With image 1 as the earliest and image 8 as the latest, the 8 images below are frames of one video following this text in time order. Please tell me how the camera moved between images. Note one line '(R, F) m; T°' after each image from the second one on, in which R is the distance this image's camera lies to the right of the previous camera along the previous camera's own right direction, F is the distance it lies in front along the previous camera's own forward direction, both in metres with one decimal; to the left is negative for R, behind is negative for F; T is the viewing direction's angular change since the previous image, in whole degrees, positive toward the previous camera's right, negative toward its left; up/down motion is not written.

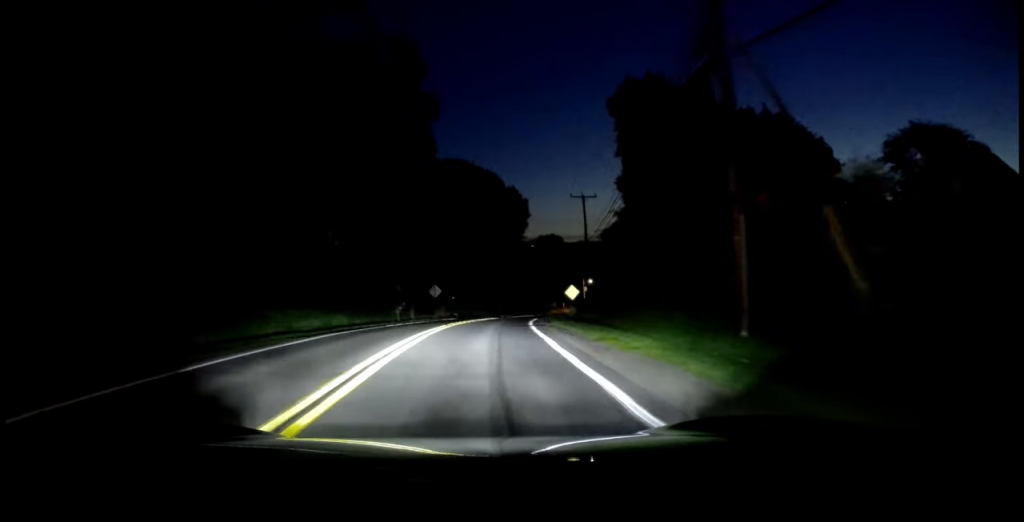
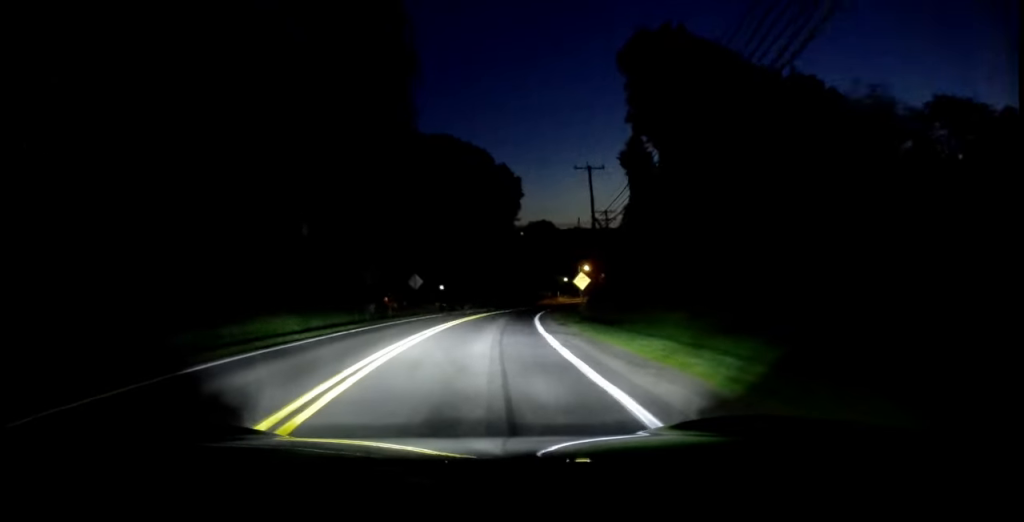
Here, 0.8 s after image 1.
(0.0, +7.5) m; 0°
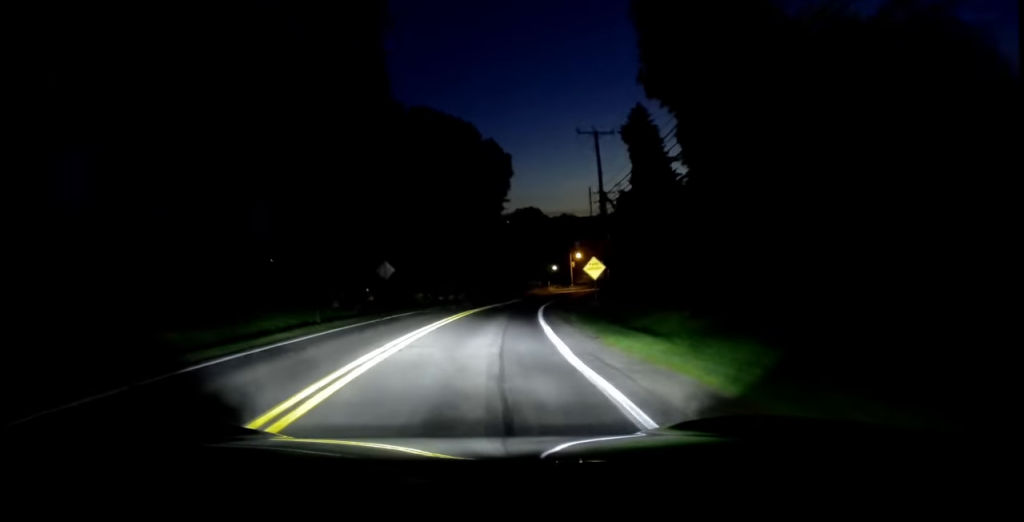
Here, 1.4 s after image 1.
(0.0, +6.6) m; 0°
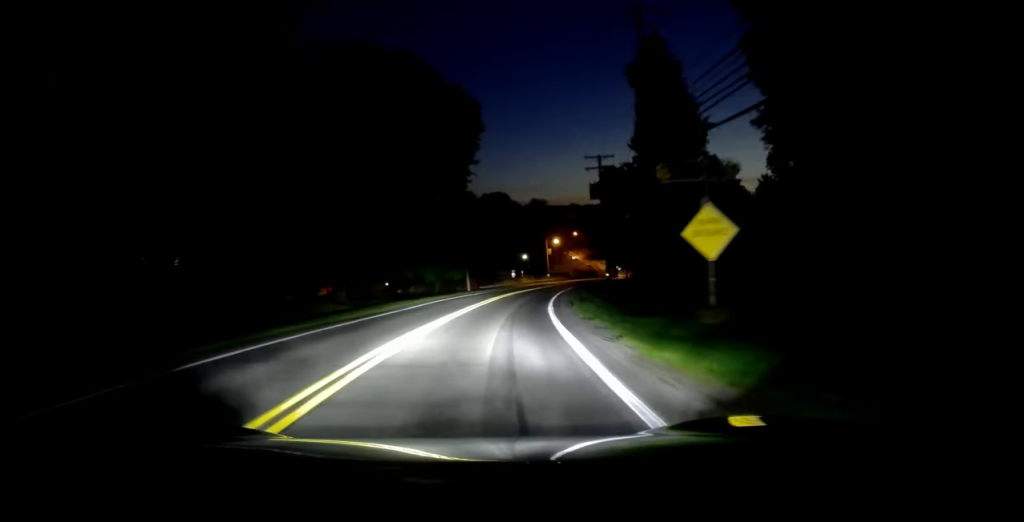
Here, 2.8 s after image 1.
(0.0, +13.7) m; 0°
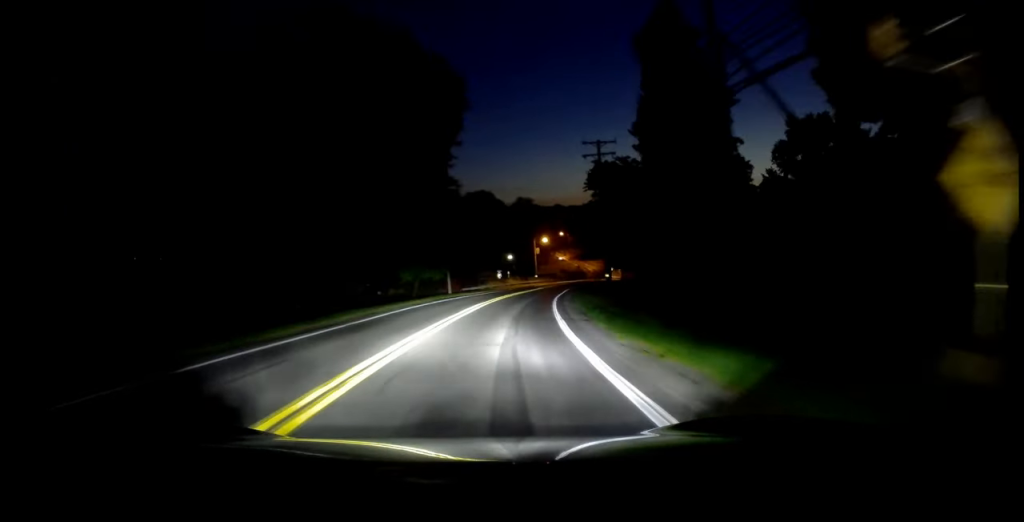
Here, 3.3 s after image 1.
(0.0, +5.4) m; 0°
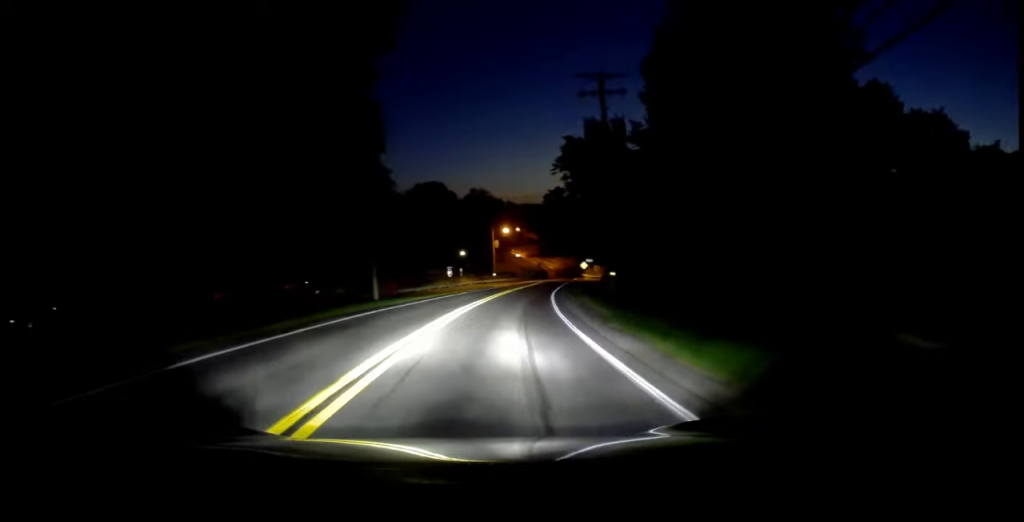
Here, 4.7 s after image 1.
(0.0, +13.3) m; 0°
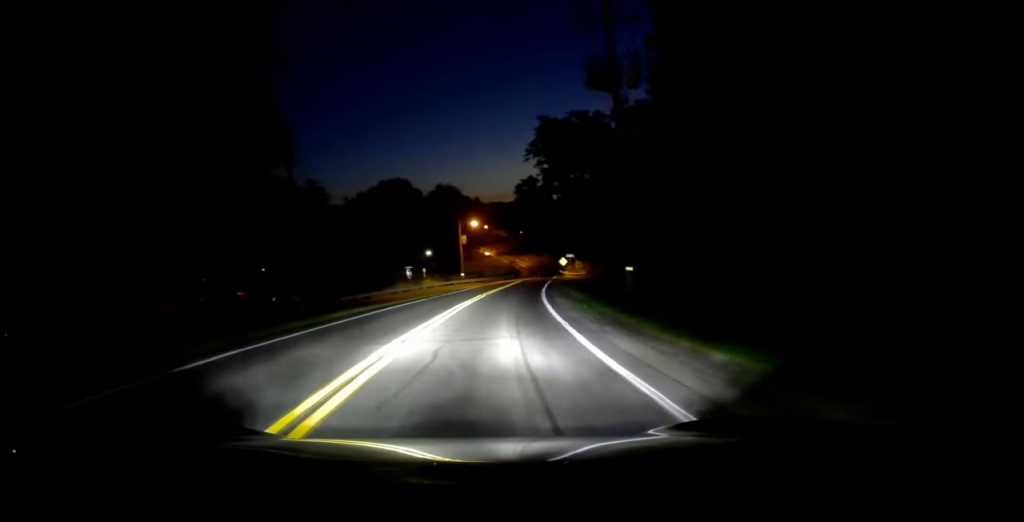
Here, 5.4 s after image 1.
(0.0, +7.5) m; 0°
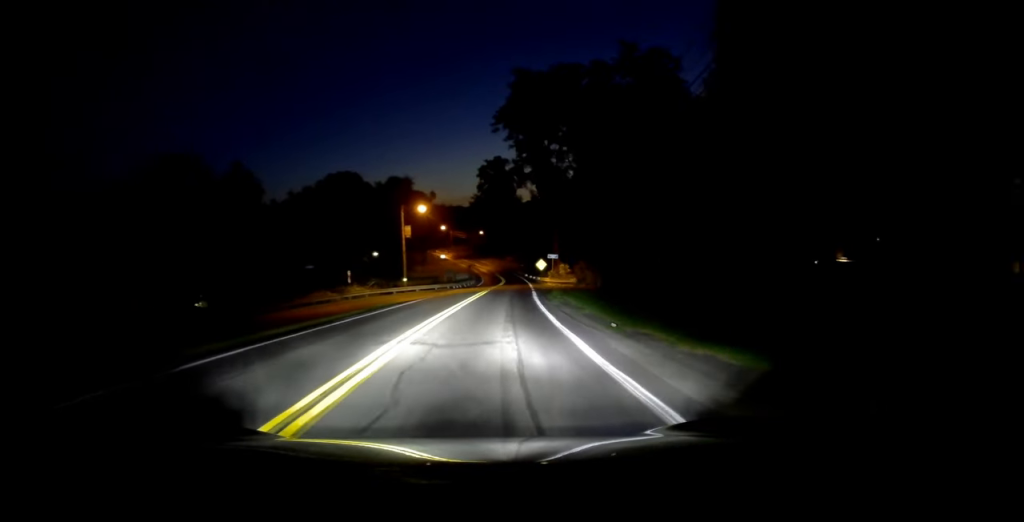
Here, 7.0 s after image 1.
(0.0, +15.4) m; +1°
